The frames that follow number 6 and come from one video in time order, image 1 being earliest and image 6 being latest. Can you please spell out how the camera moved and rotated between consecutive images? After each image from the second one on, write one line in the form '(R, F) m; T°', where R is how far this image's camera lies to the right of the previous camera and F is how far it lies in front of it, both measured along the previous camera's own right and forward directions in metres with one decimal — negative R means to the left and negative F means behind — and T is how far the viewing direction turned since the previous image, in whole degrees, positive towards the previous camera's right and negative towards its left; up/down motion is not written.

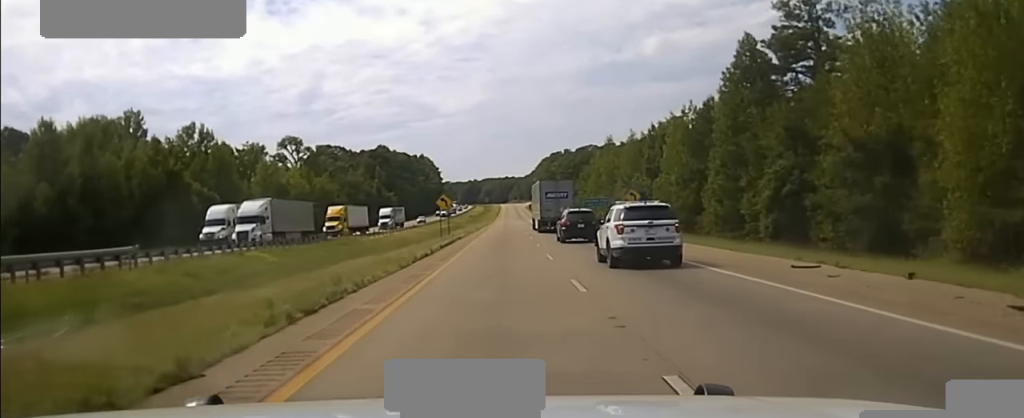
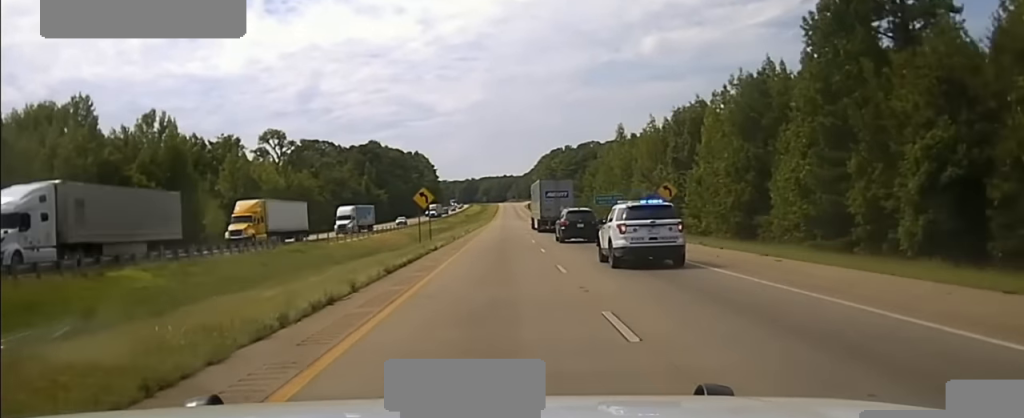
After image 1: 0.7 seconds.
(+0.3, +20.1) m; 0°
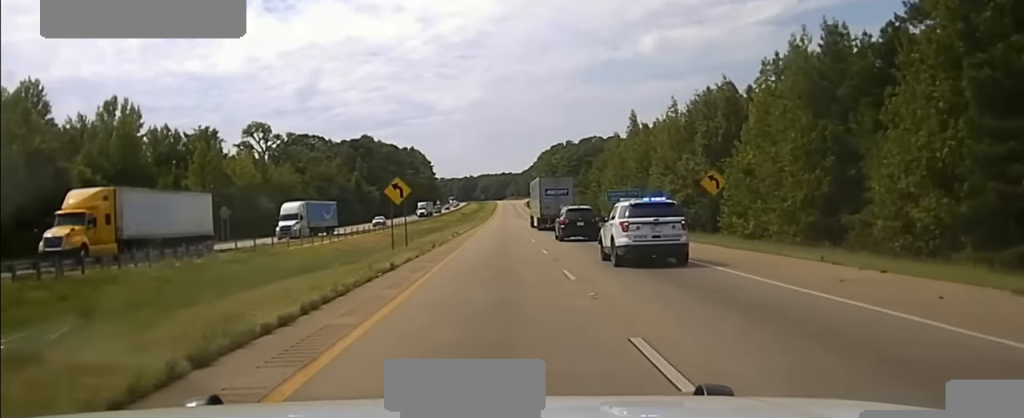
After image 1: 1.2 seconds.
(+0.1, +15.6) m; 0°
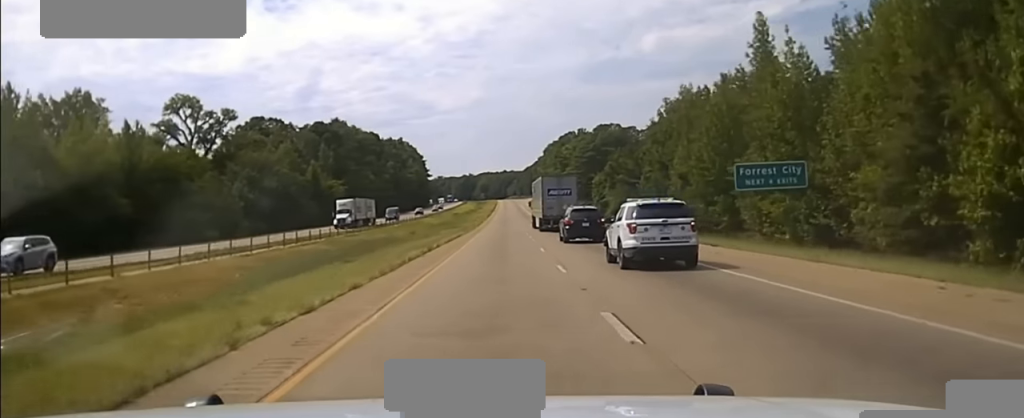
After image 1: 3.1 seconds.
(+0.3, +56.4) m; 0°
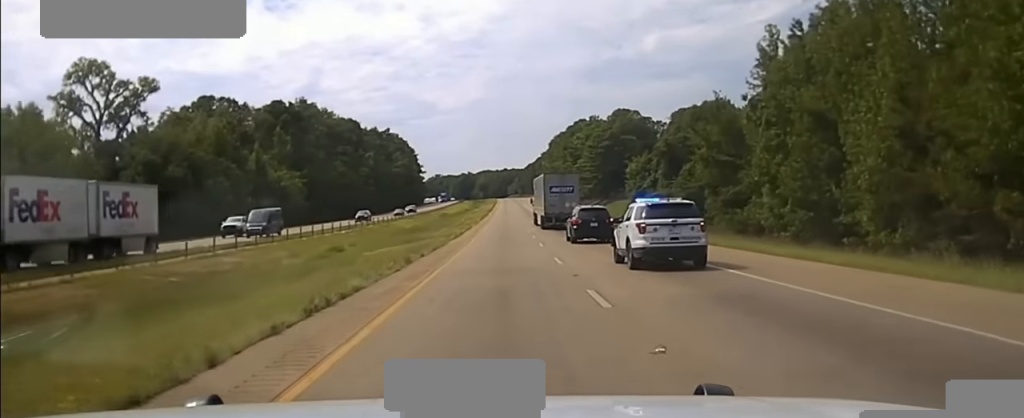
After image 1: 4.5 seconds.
(-0.8, +43.5) m; -1°
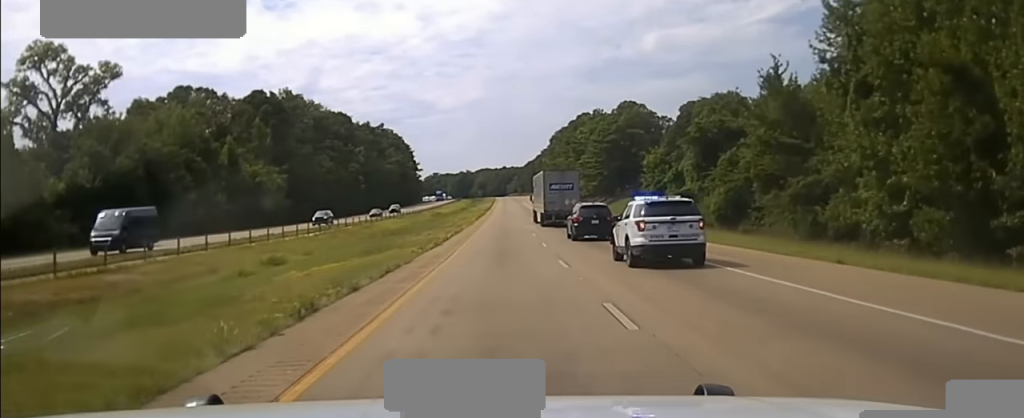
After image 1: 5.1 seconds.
(0.0, +15.3) m; 0°
